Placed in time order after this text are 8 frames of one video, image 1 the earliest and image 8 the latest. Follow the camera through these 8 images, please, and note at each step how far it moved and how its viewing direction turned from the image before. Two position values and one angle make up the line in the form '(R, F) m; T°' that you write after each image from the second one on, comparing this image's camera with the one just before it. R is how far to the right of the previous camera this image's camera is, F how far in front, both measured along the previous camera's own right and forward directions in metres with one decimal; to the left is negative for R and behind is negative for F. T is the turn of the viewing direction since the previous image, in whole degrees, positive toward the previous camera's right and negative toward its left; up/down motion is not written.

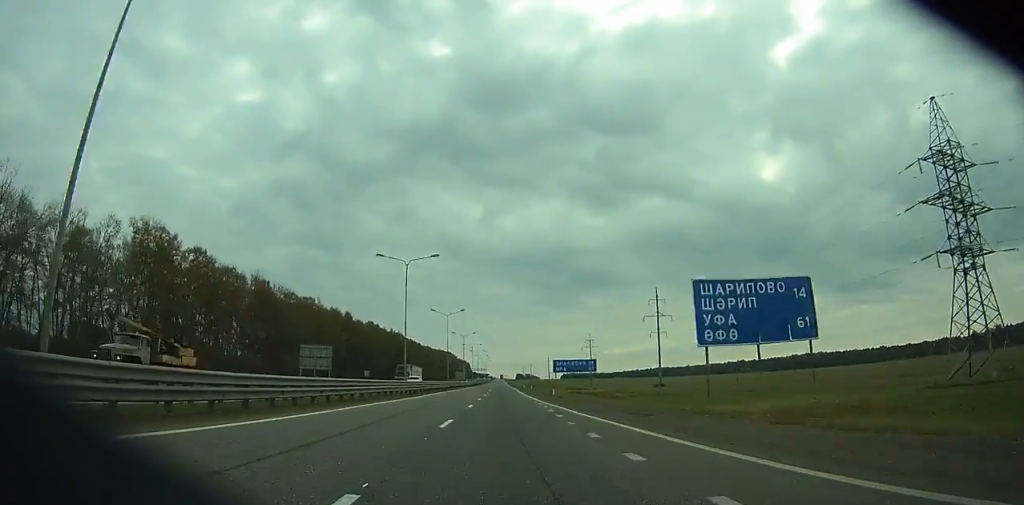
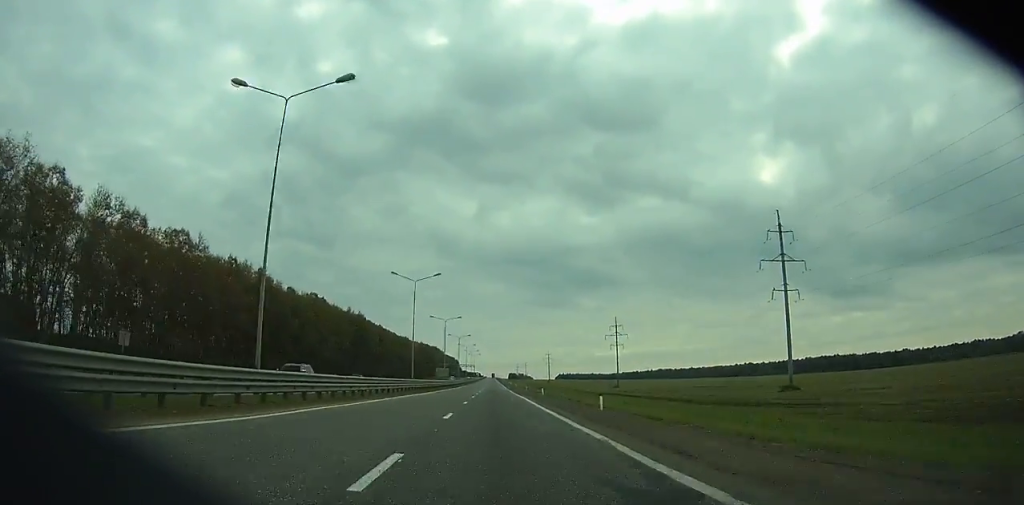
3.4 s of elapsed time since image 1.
(+1.1, +67.9) m; +1°
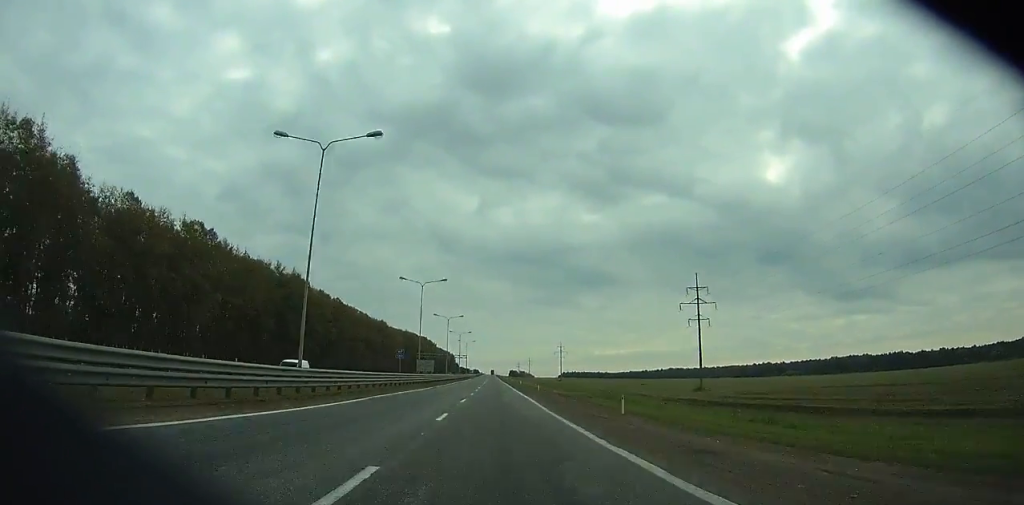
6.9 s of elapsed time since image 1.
(+0.1, +72.5) m; 0°
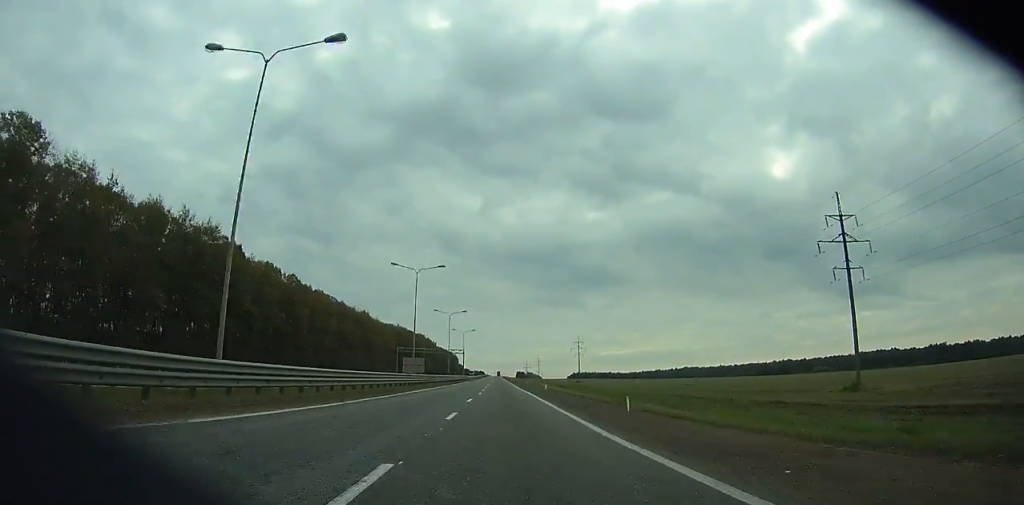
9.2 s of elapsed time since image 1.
(0.0, +49.2) m; 0°
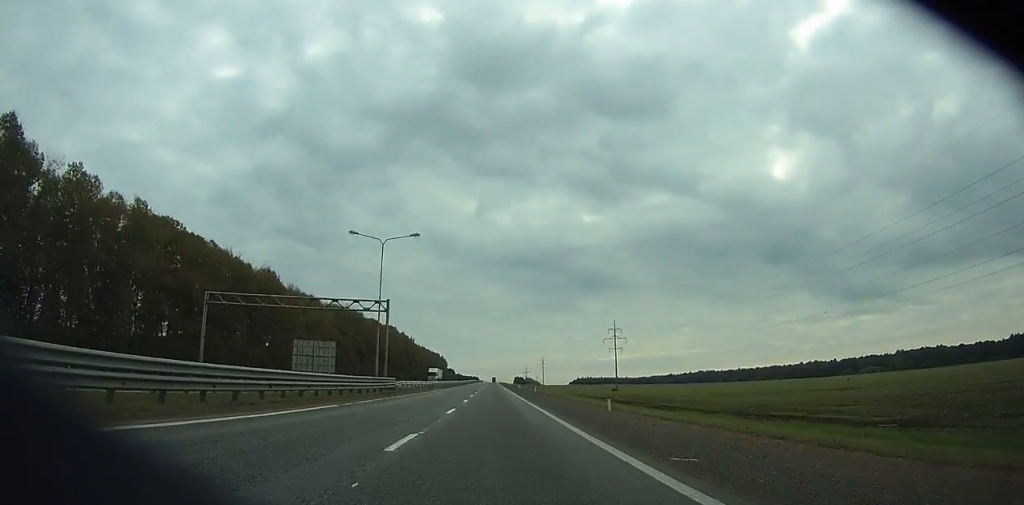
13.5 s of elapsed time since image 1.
(0.0, +93.8) m; 0°
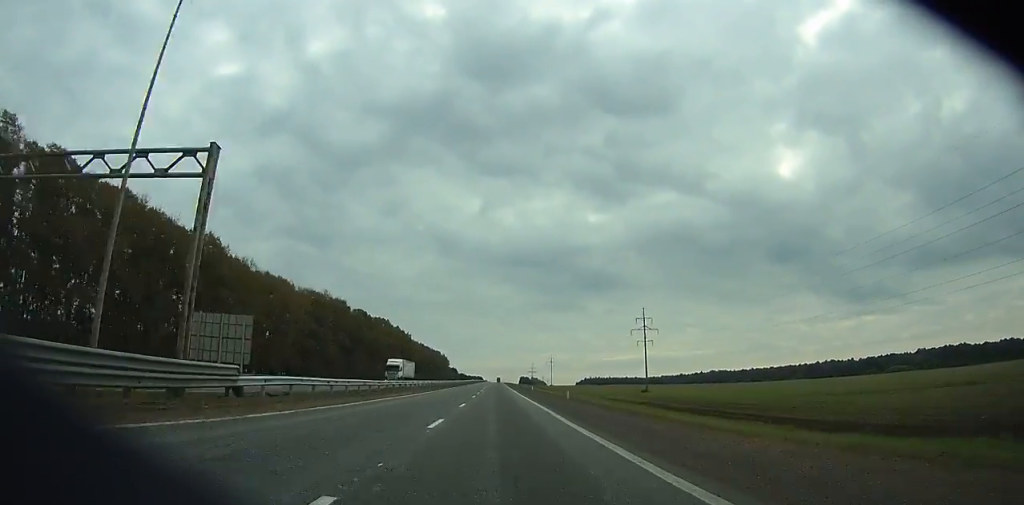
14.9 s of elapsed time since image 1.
(0.0, +31.1) m; 0°
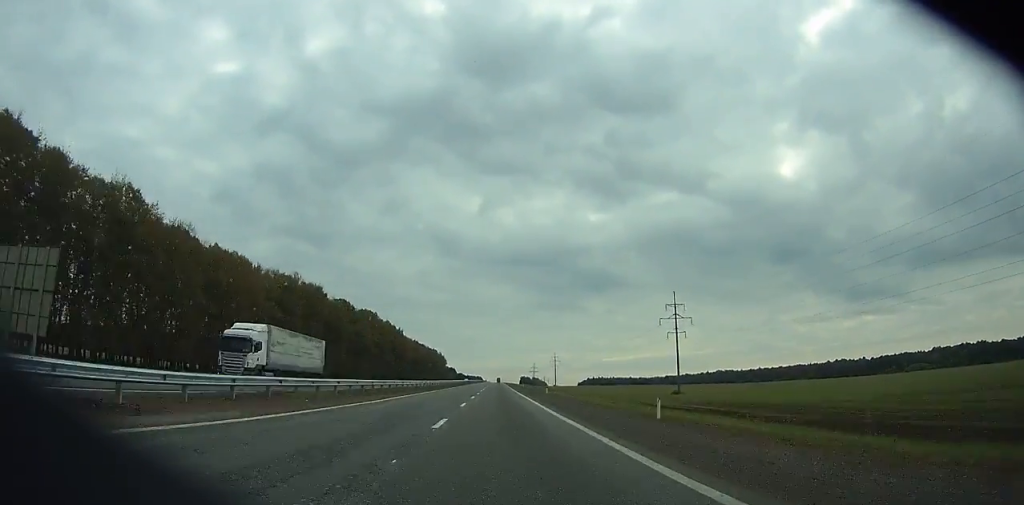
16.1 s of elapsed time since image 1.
(0.0, +26.7) m; 0°
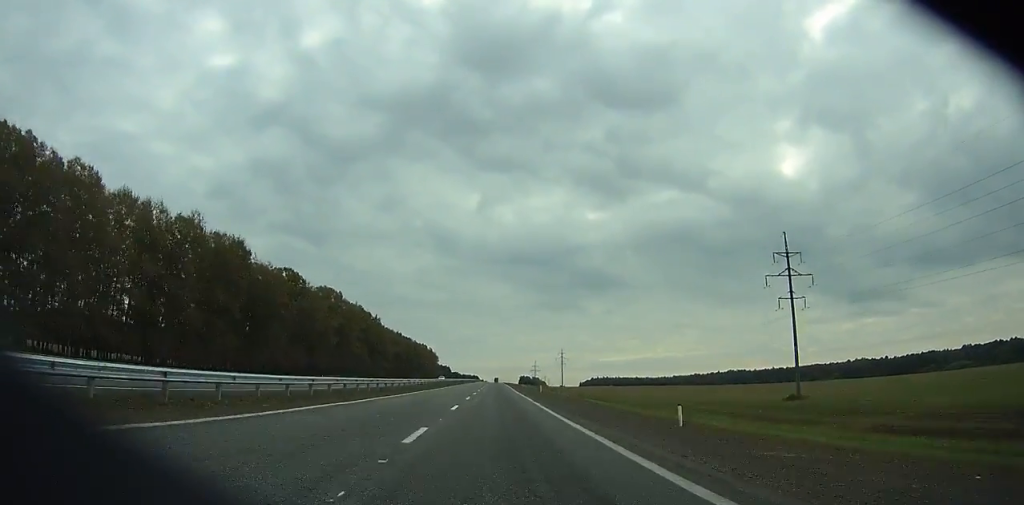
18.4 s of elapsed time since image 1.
(-0.2, +51.7) m; 0°
